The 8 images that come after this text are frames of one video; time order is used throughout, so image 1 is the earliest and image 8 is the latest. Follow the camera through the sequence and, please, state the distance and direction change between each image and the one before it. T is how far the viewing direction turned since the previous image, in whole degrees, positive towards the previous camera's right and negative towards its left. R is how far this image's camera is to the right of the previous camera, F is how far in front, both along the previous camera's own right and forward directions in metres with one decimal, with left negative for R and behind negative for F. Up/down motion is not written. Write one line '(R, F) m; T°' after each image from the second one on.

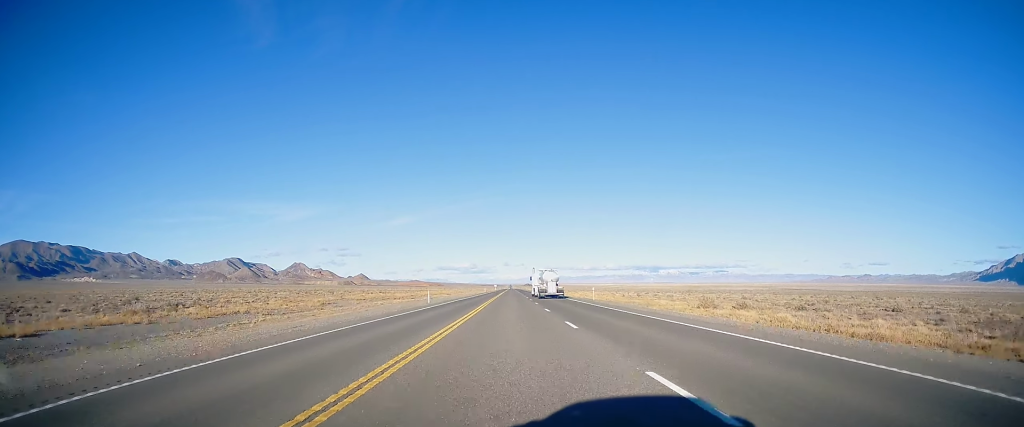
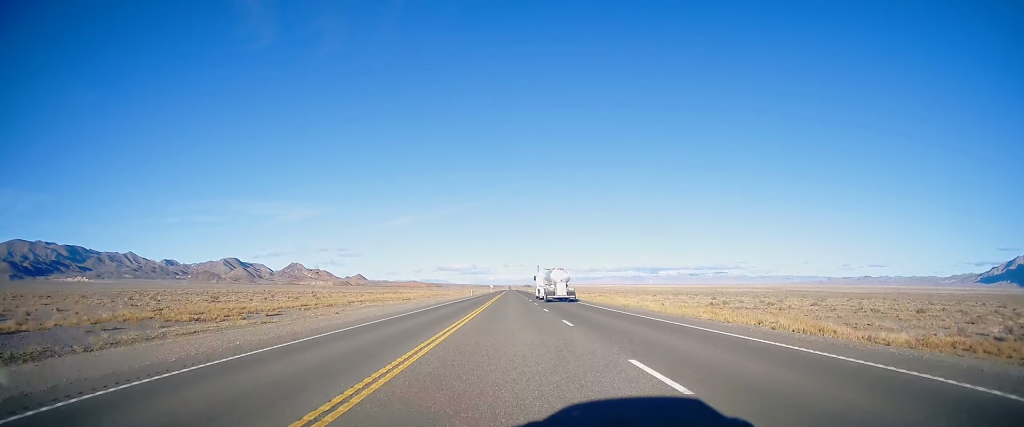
(0.0, +59.1) m; 0°
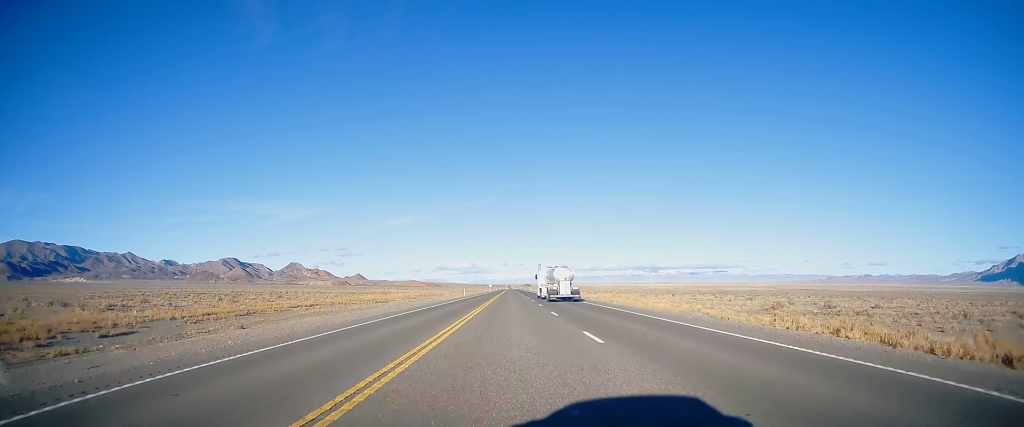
(0.0, +18.2) m; 0°
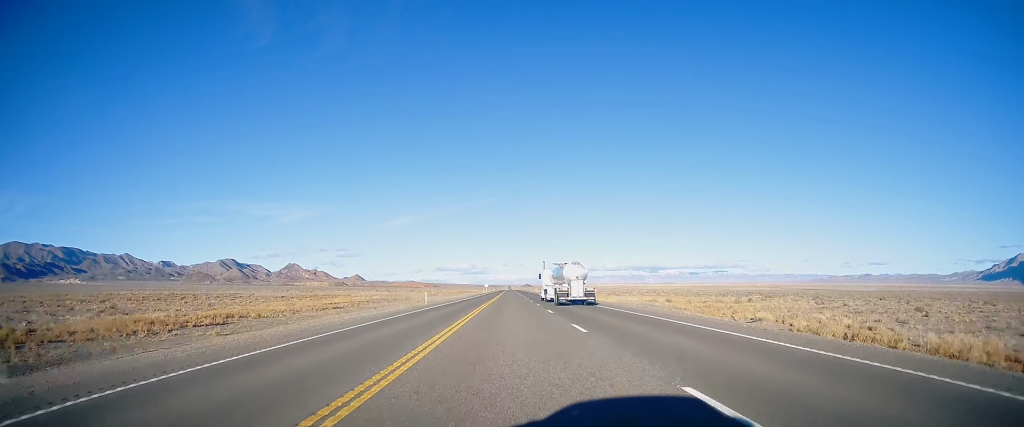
(0.0, +45.9) m; 0°
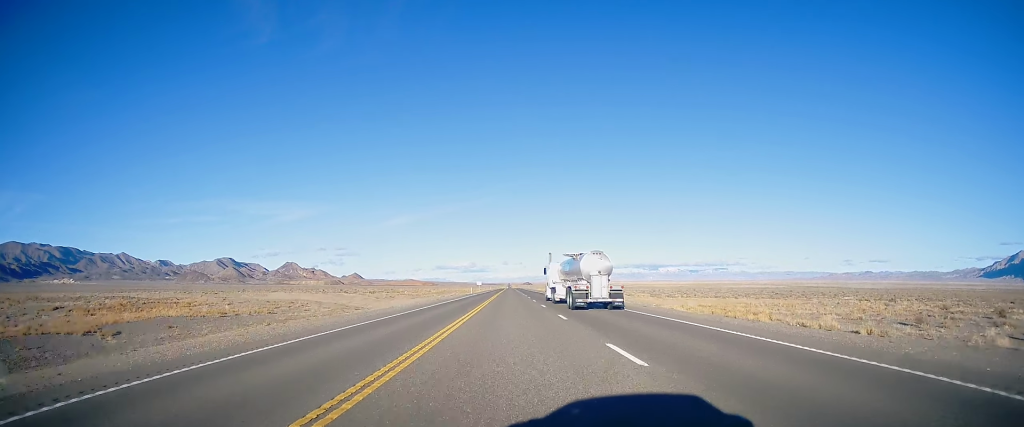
(0.0, +55.7) m; 0°
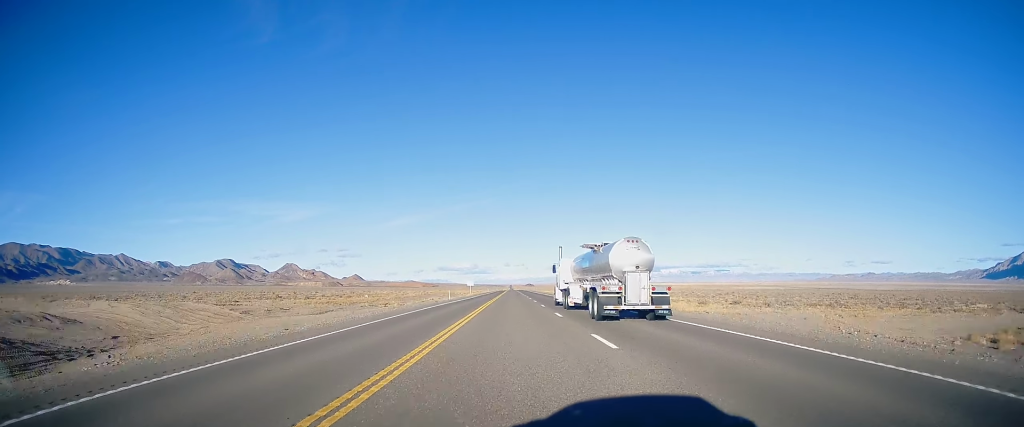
(+0.3, +46.8) m; 0°
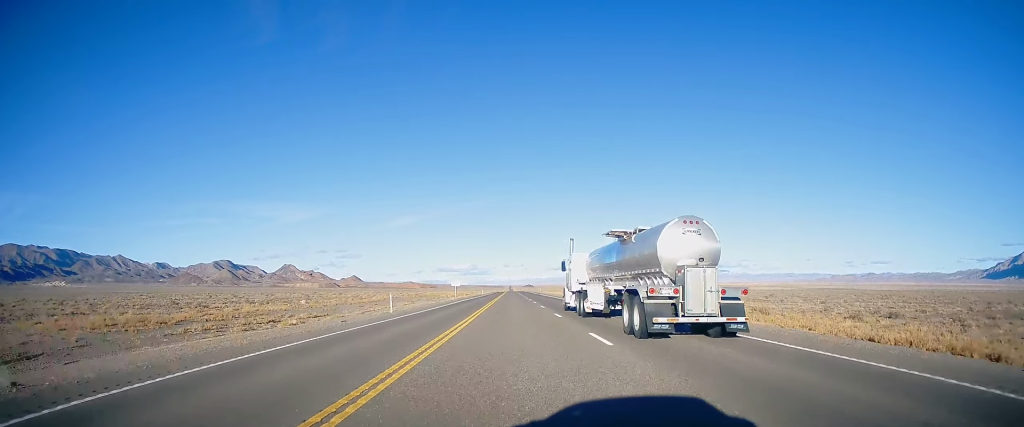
(-0.5, +36.3) m; 0°
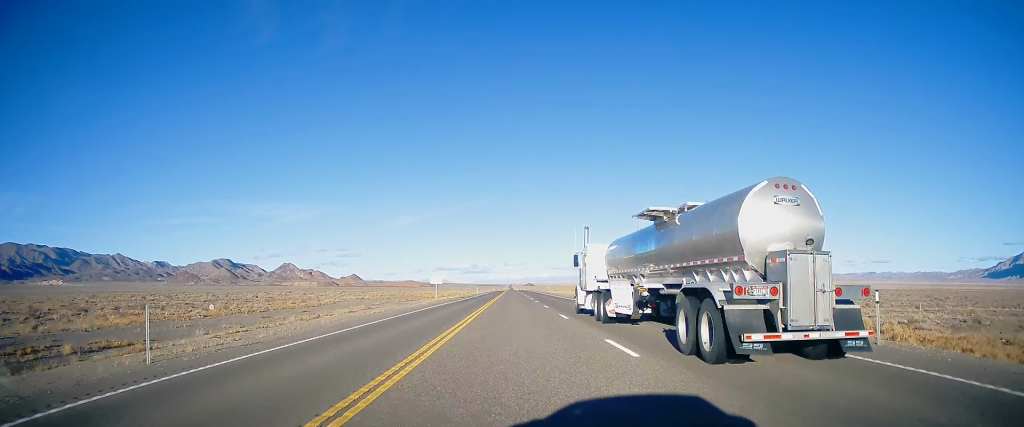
(+0.1, +26.6) m; +1°
